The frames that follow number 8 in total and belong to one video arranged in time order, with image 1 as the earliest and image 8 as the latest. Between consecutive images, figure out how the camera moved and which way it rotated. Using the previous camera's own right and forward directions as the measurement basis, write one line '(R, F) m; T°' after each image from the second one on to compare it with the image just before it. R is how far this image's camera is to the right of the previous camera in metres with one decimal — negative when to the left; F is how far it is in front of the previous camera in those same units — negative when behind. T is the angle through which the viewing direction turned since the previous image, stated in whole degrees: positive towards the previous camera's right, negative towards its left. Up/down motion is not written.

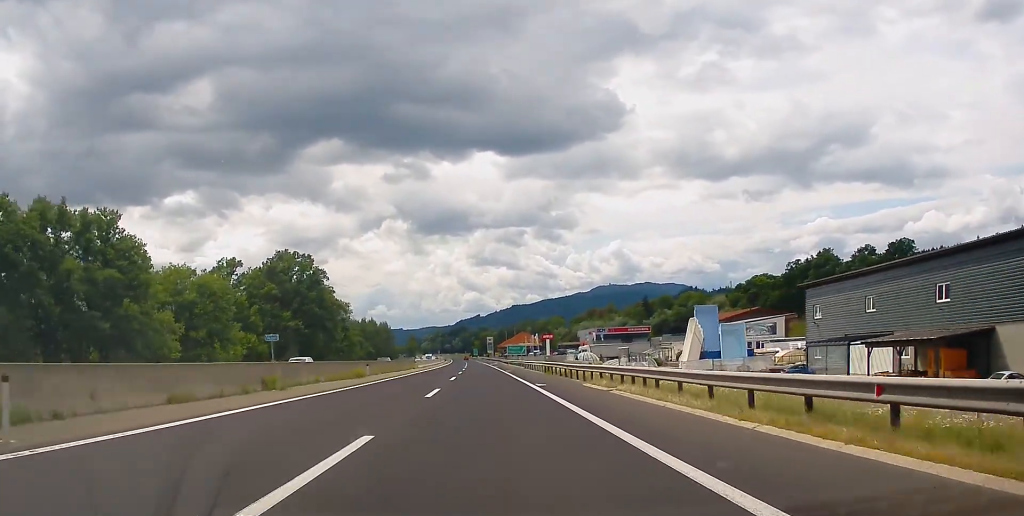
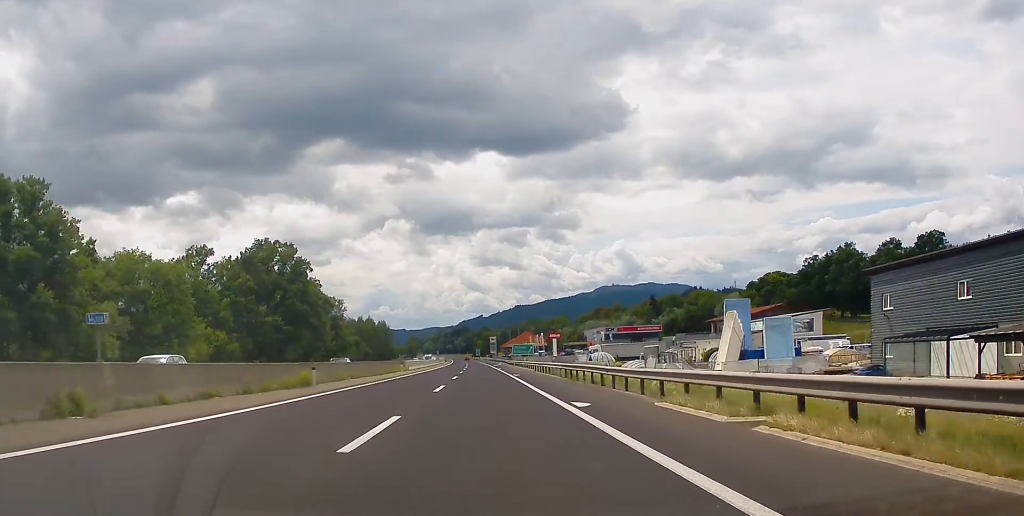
(+0.2, +13.9) m; 0°
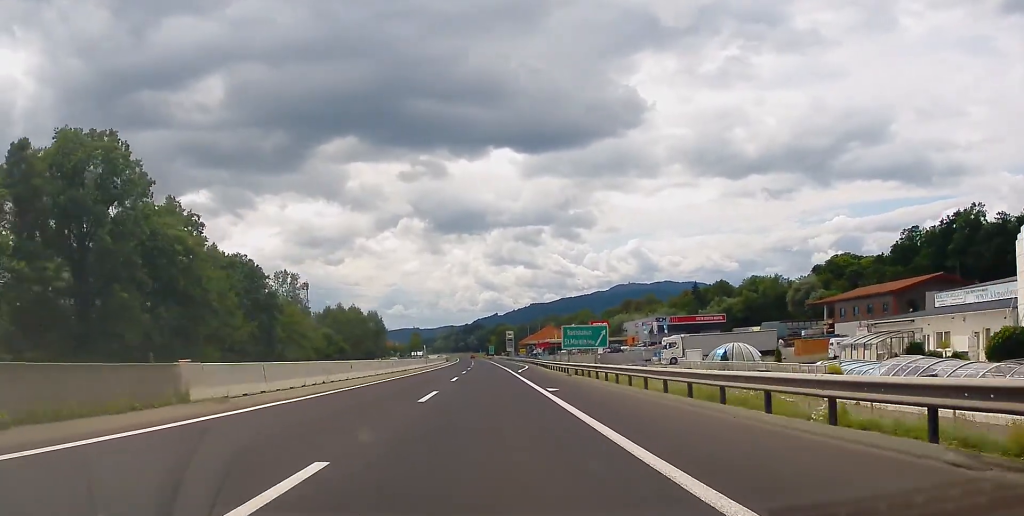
(-0.8, +61.5) m; -1°
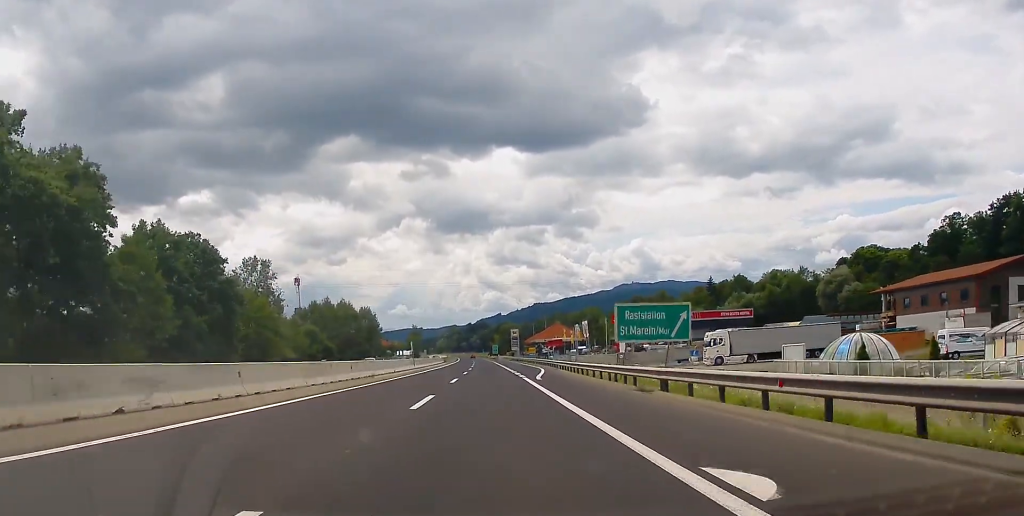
(0.0, +20.8) m; 0°
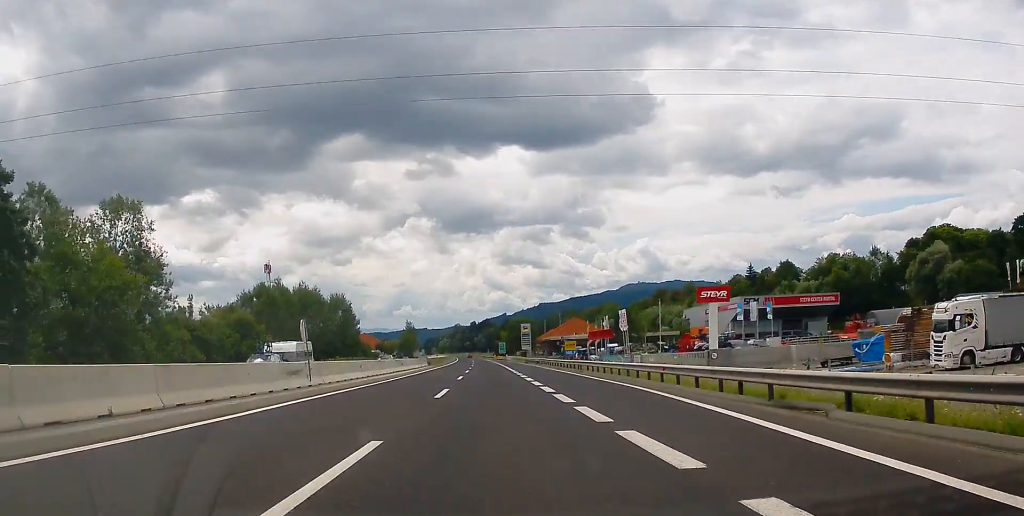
(-0.5, +49.1) m; -1°
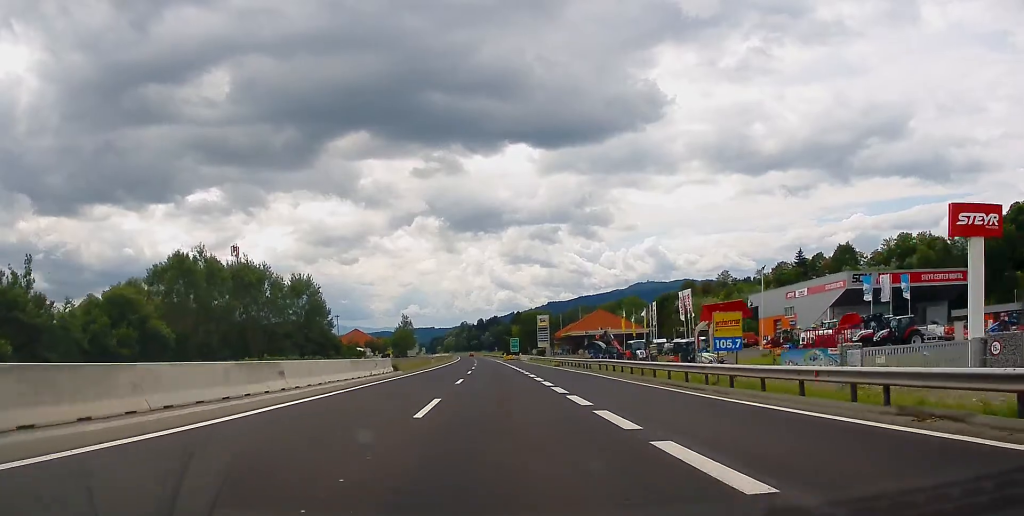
(+0.4, +43.2) m; 0°
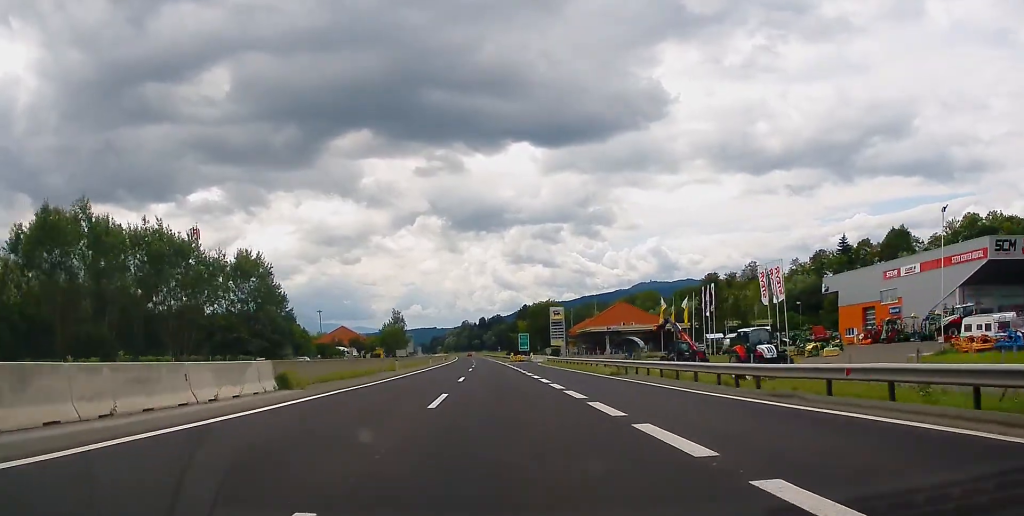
(-0.5, +33.3) m; -1°
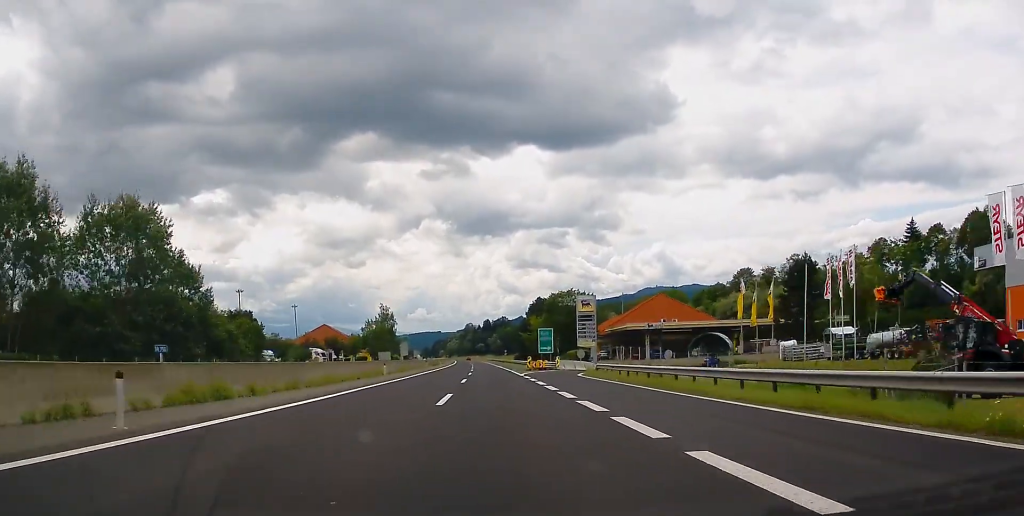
(-0.1, +39.0) m; -1°
